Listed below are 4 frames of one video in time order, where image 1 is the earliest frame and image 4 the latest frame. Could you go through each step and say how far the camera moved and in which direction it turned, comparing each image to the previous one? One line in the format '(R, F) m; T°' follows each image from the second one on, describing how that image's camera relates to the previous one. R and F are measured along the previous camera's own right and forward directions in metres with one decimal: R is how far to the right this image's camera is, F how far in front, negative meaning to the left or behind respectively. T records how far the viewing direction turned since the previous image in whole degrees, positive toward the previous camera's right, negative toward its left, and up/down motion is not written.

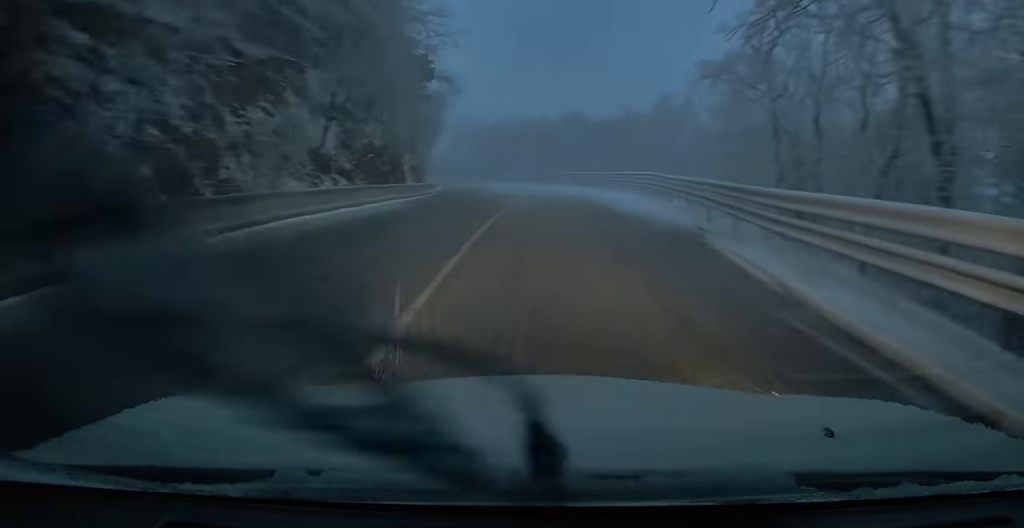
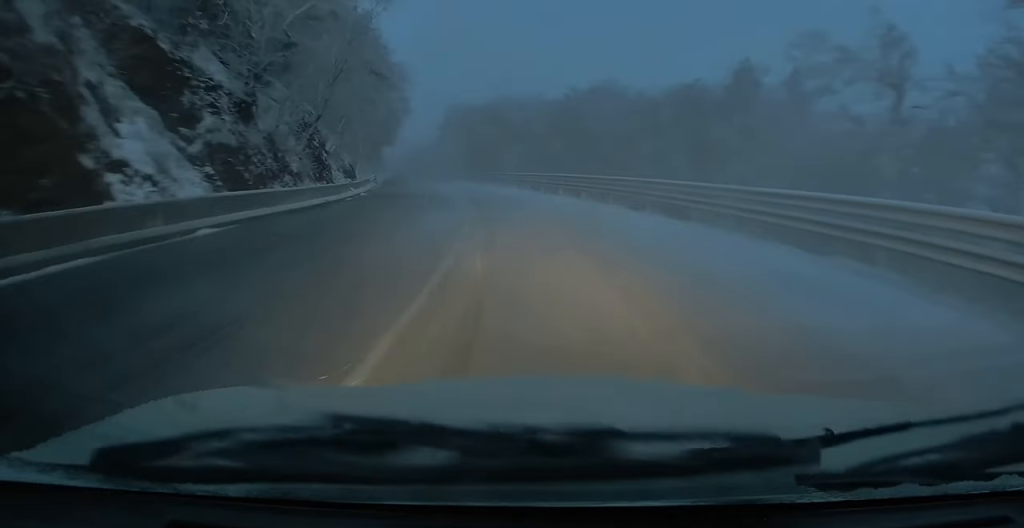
(-2.0, +35.8) m; -11°
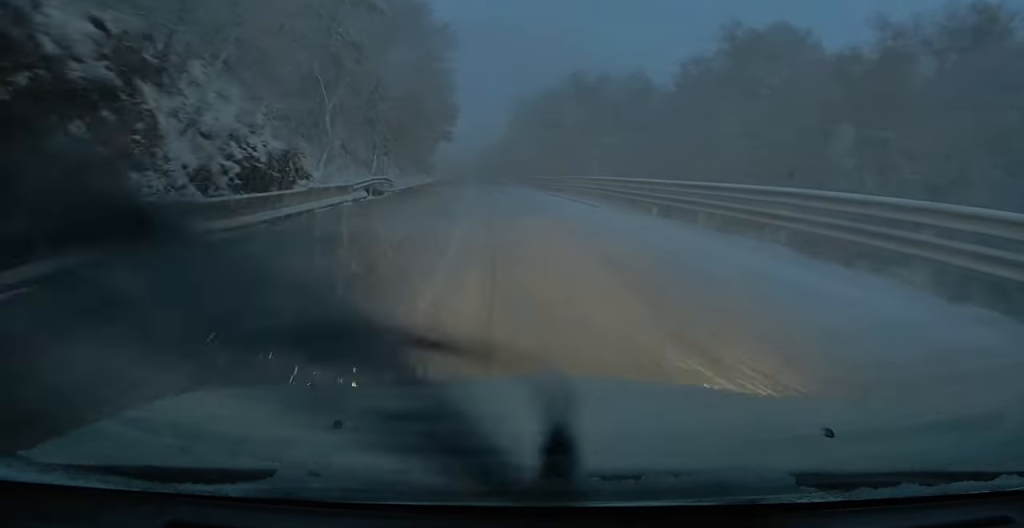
(-1.3, +25.2) m; -5°
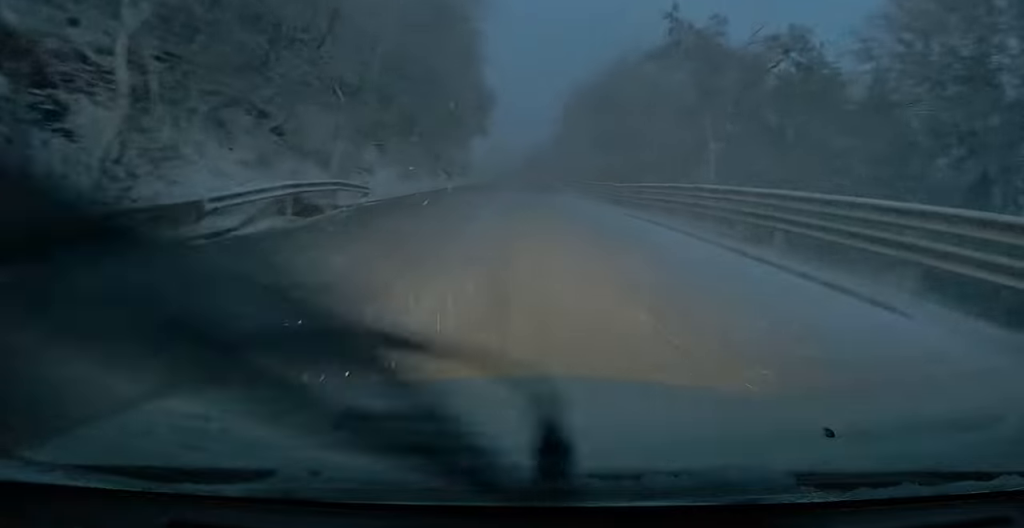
(-0.5, +15.4) m; -3°
